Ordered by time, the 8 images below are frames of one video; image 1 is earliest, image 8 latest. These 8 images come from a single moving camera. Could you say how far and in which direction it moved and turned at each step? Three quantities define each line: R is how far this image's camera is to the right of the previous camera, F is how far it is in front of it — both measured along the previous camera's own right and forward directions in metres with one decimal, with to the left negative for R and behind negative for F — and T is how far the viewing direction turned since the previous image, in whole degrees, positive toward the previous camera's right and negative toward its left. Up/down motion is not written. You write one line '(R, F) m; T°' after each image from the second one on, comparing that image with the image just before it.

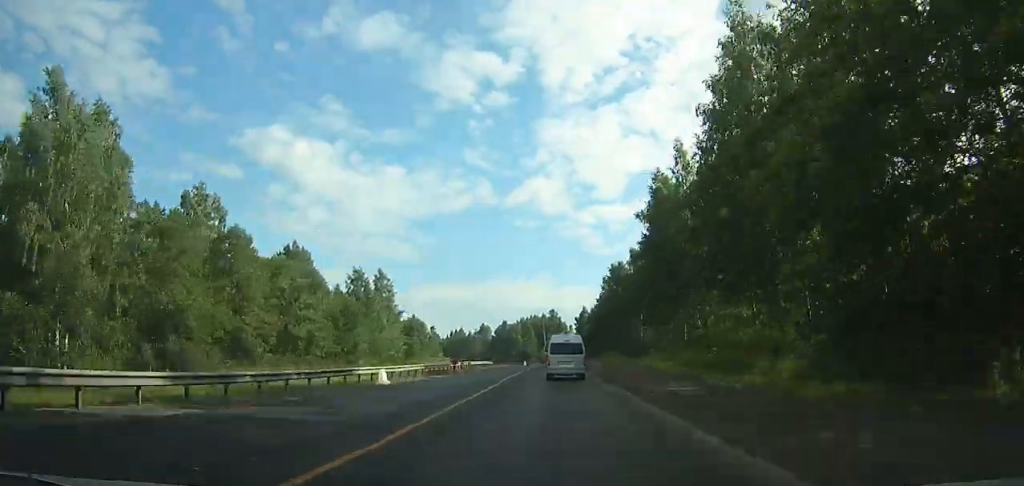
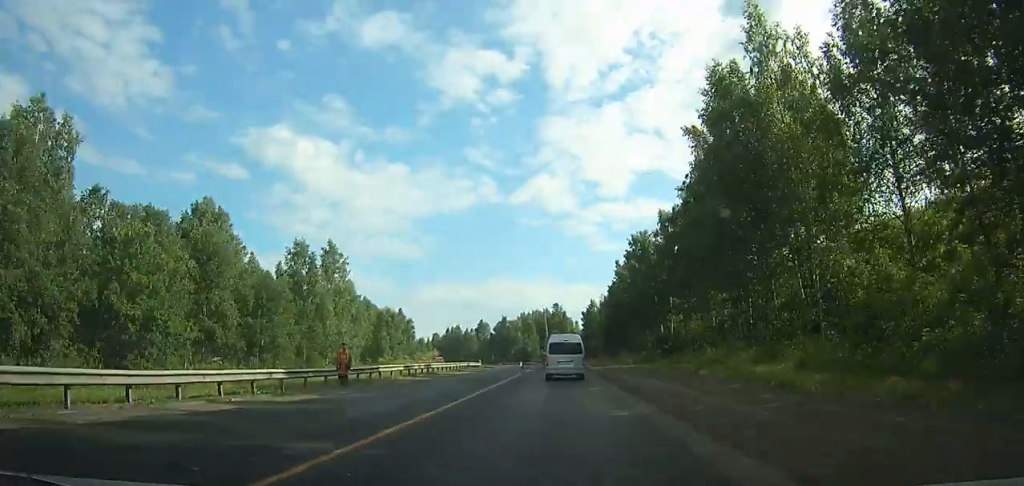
(+1.3, +22.8) m; +1°
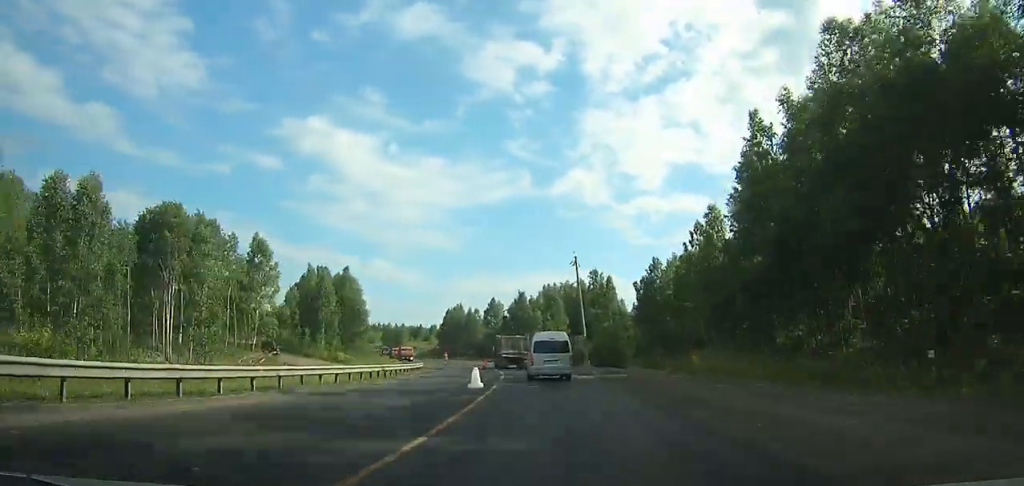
(+2.7, +69.1) m; -1°
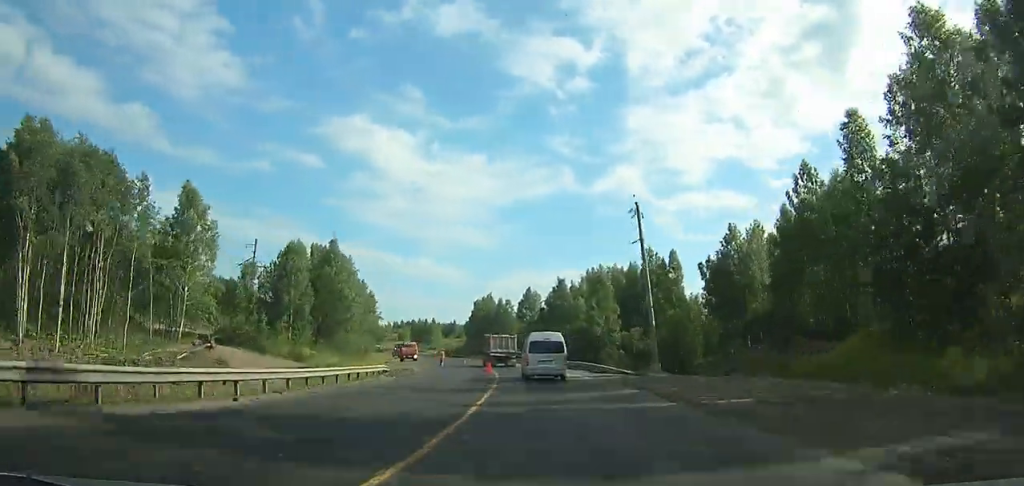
(-0.6, +26.8) m; -3°
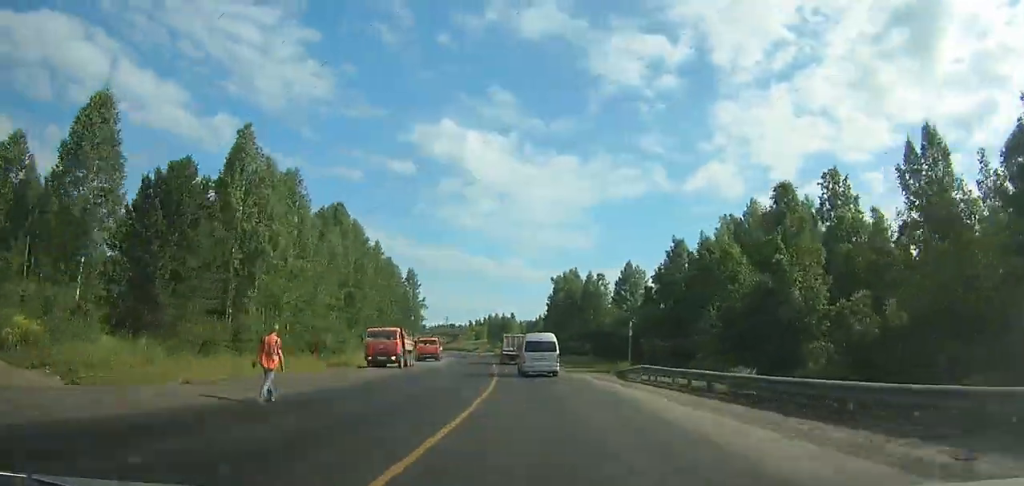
(-3.3, +47.6) m; -8°
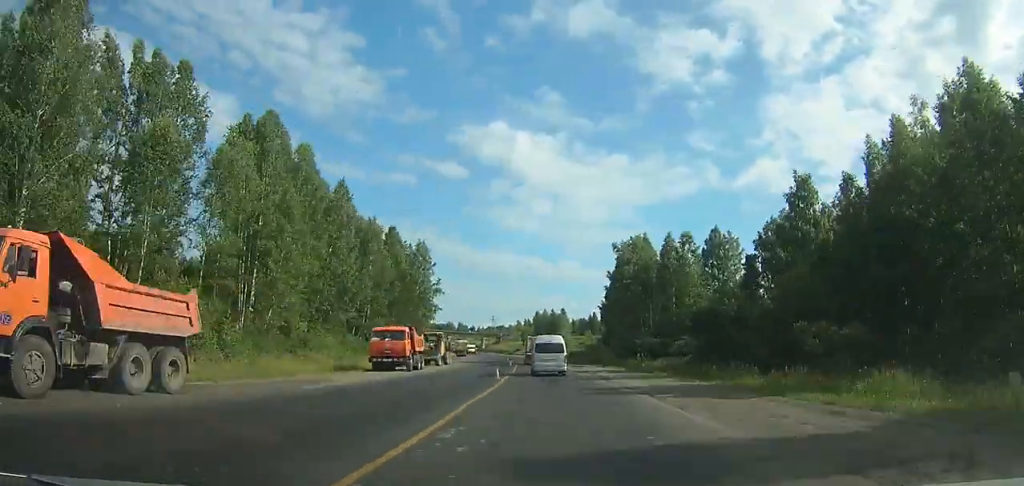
(-1.6, +32.8) m; -5°
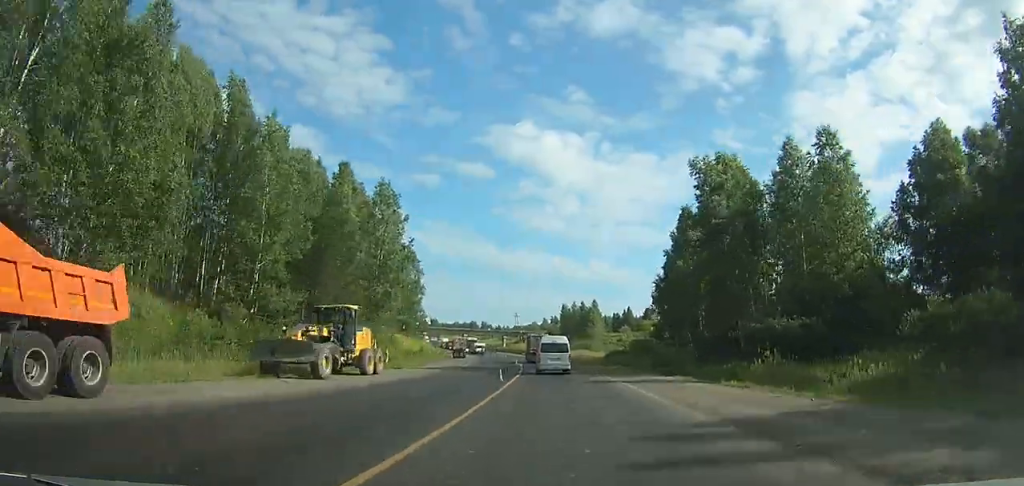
(-1.4, +31.1) m; -3°
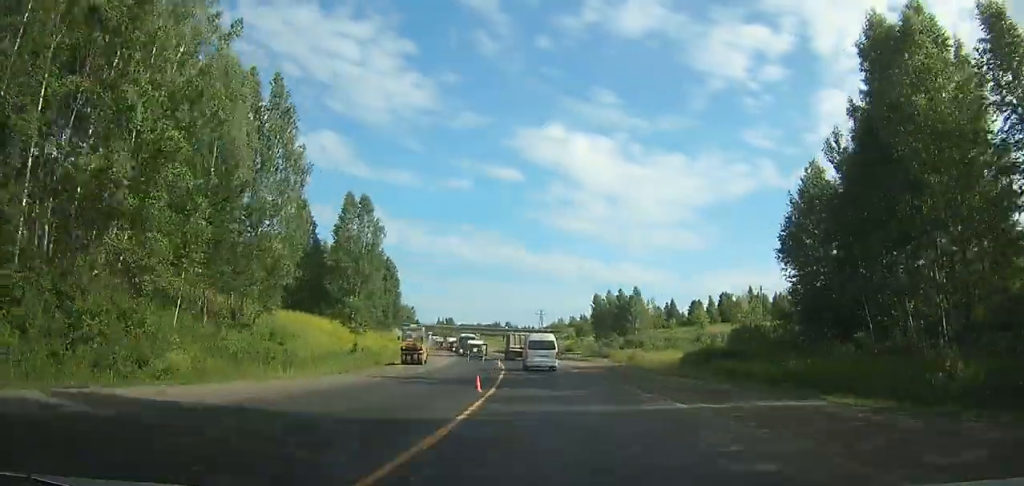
(-1.2, +37.8) m; -4°
